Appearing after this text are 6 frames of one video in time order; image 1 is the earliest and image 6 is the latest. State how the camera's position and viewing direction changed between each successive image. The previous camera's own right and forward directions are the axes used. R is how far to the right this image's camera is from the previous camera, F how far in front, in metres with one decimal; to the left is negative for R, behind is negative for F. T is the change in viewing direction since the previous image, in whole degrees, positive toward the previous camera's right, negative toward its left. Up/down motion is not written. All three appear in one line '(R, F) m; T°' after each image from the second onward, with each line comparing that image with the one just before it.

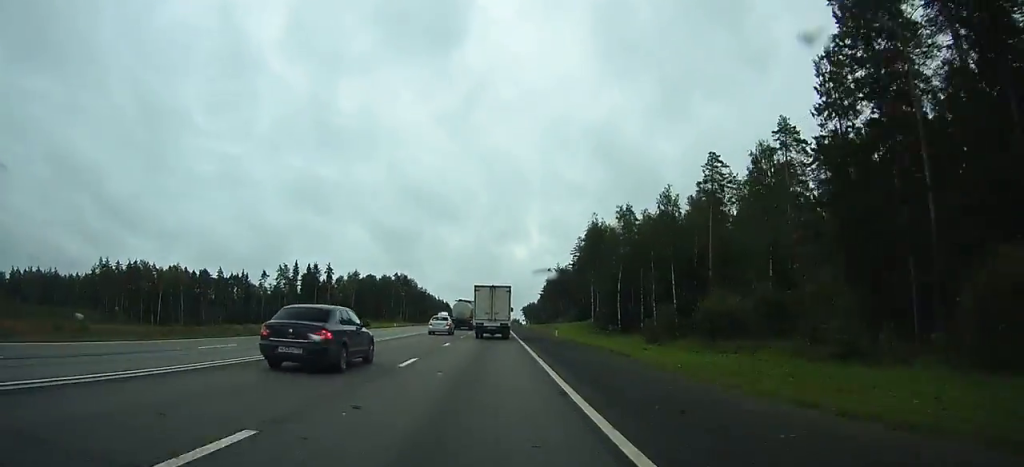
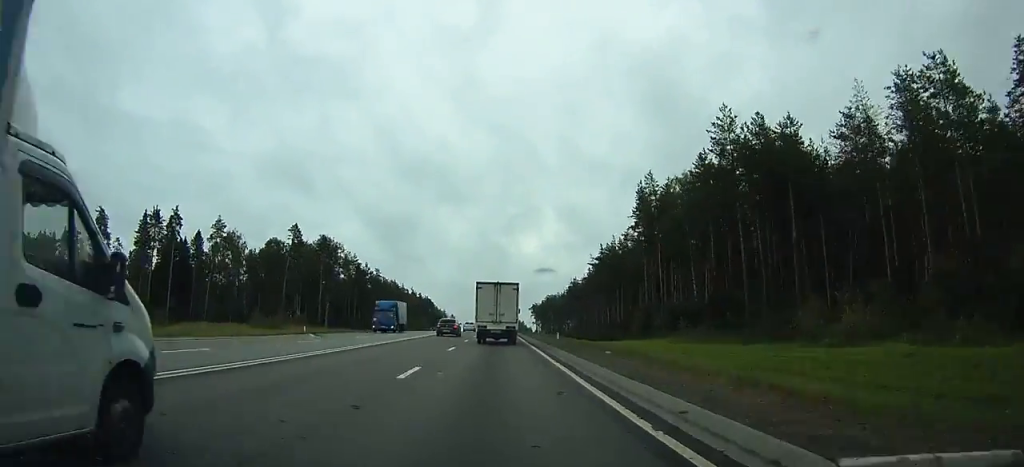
(+1.4, +141.0) m; 0°
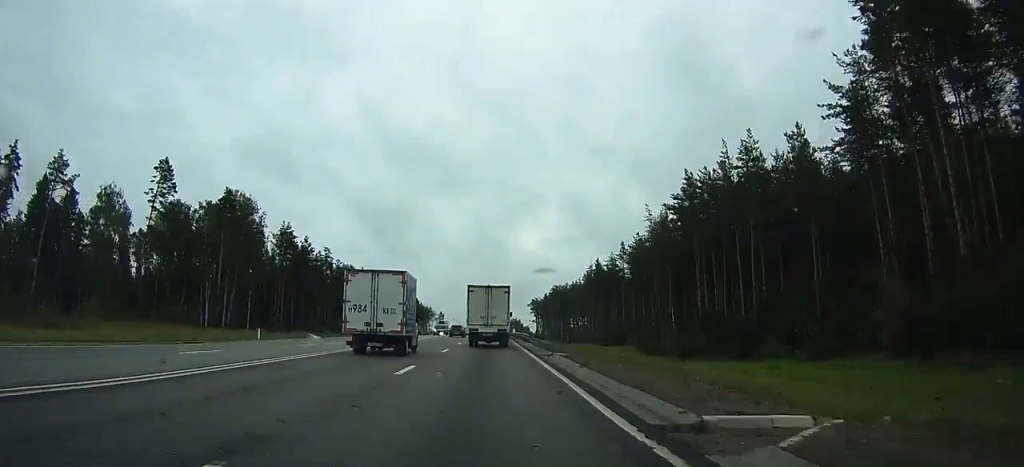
(0.0, +50.2) m; 0°
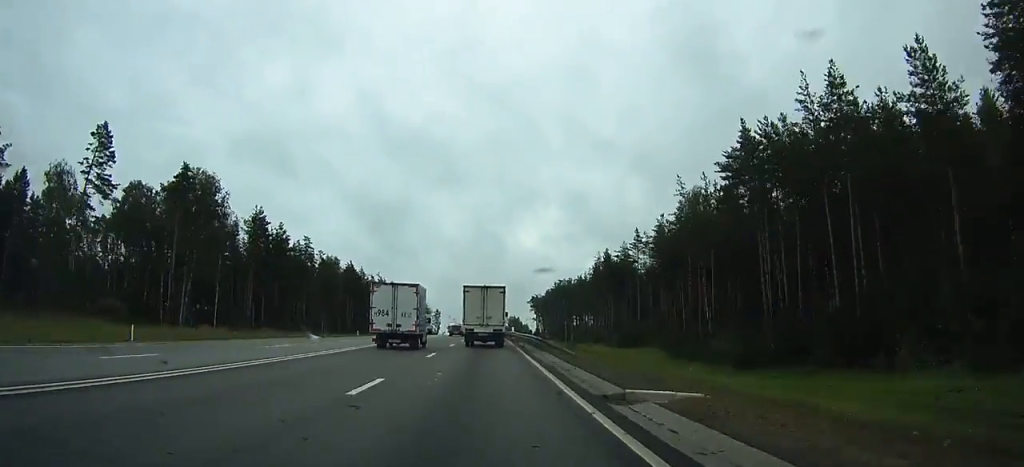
(0.0, +14.5) m; 0°
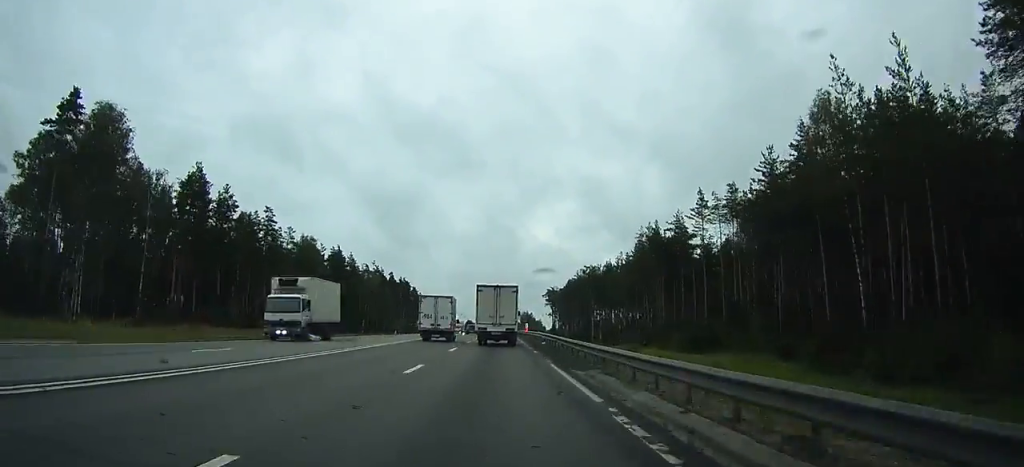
(0.0, +29.9) m; 0°
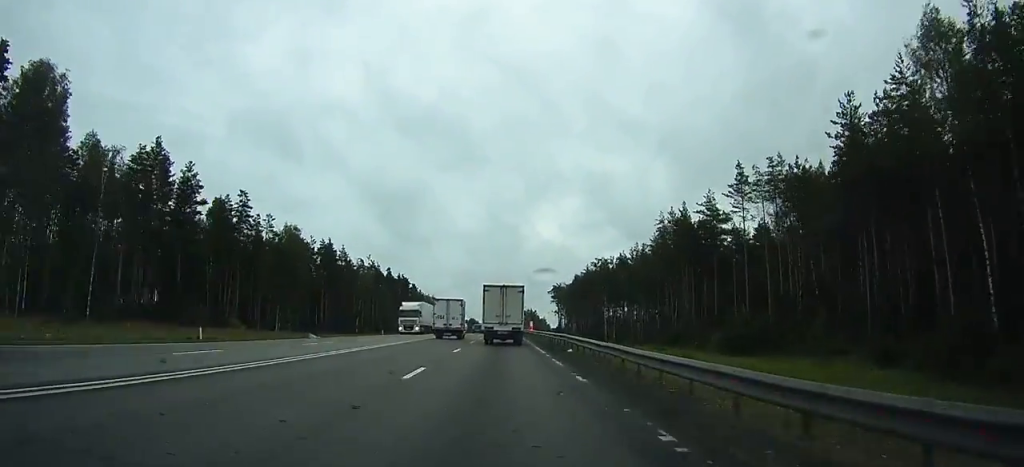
(0.0, +13.2) m; 0°
